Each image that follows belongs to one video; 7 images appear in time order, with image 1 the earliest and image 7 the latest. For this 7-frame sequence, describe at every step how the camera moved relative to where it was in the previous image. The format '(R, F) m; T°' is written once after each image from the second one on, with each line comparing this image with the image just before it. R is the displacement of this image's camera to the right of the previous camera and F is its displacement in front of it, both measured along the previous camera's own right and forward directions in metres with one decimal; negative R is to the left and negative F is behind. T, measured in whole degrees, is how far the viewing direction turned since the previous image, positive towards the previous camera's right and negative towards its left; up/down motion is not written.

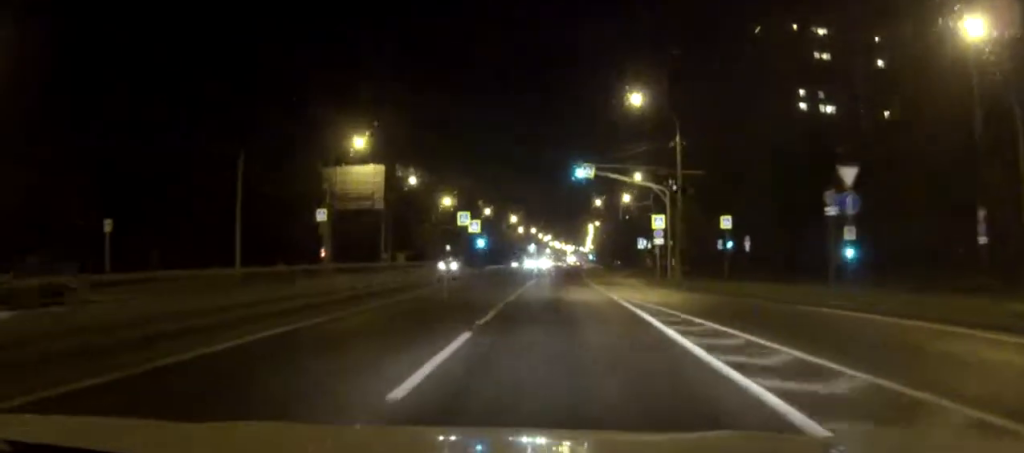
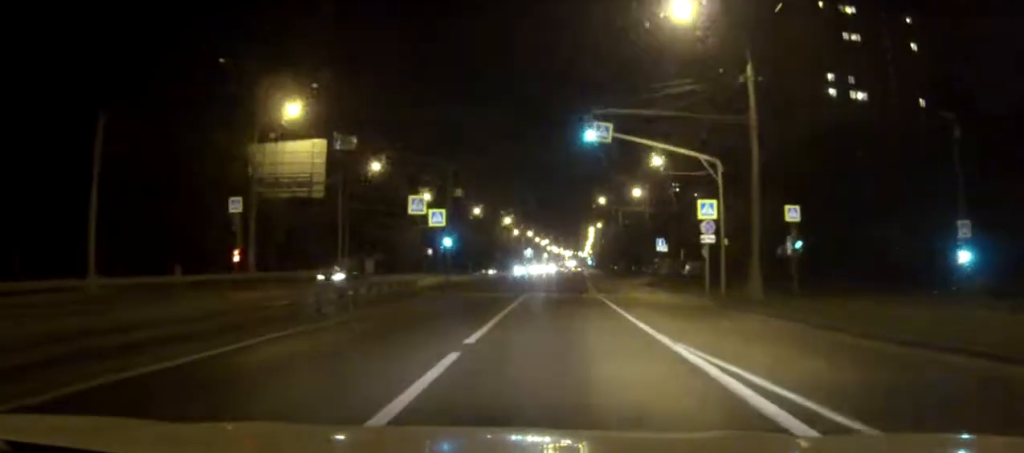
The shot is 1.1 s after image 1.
(0.0, +16.8) m; 0°
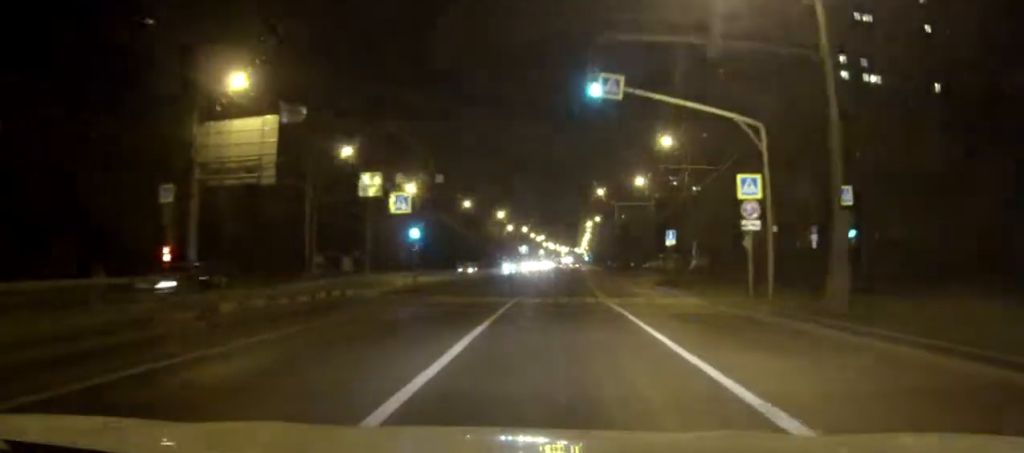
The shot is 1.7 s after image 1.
(0.0, +7.9) m; 0°
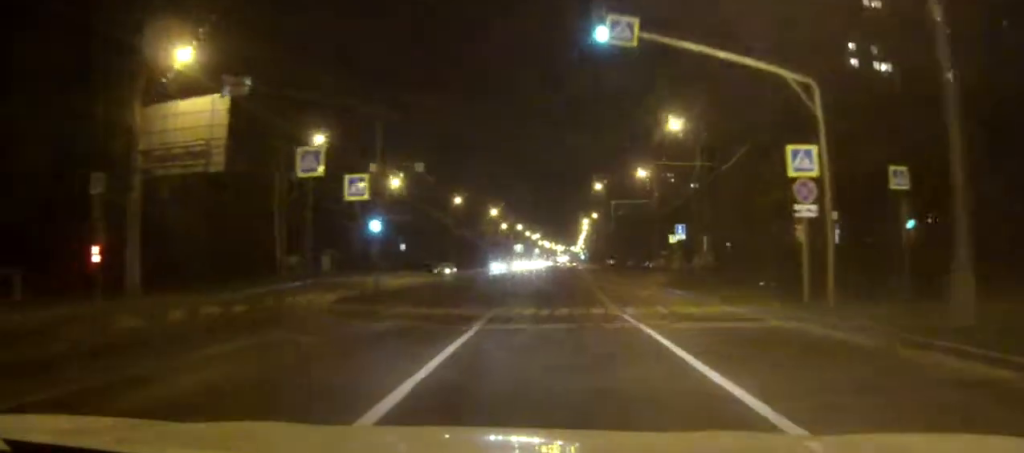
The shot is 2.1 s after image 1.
(0.0, +5.9) m; 0°
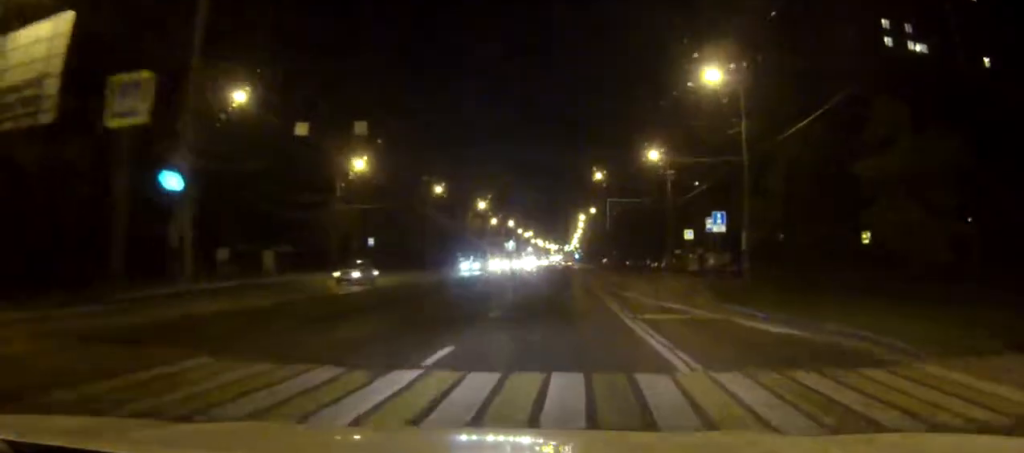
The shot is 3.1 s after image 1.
(0.0, +12.3) m; 0°
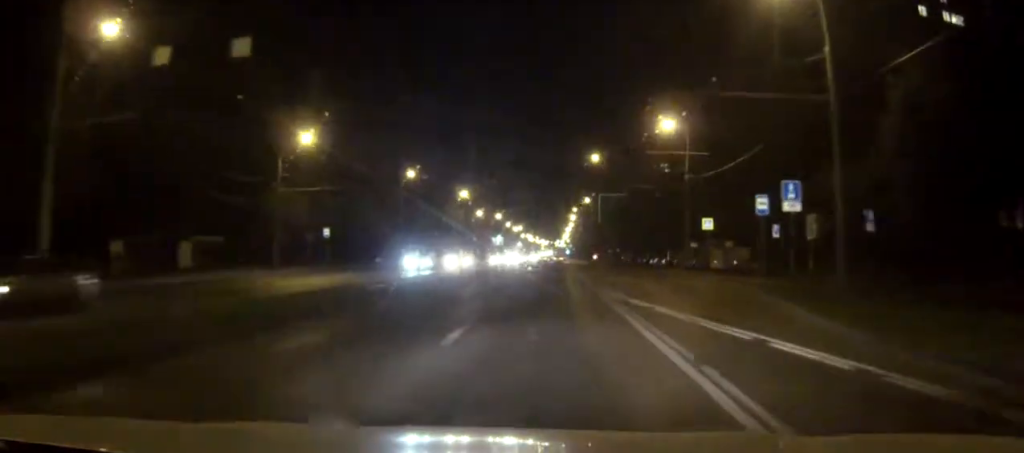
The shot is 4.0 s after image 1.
(0.0, +11.6) m; +1°
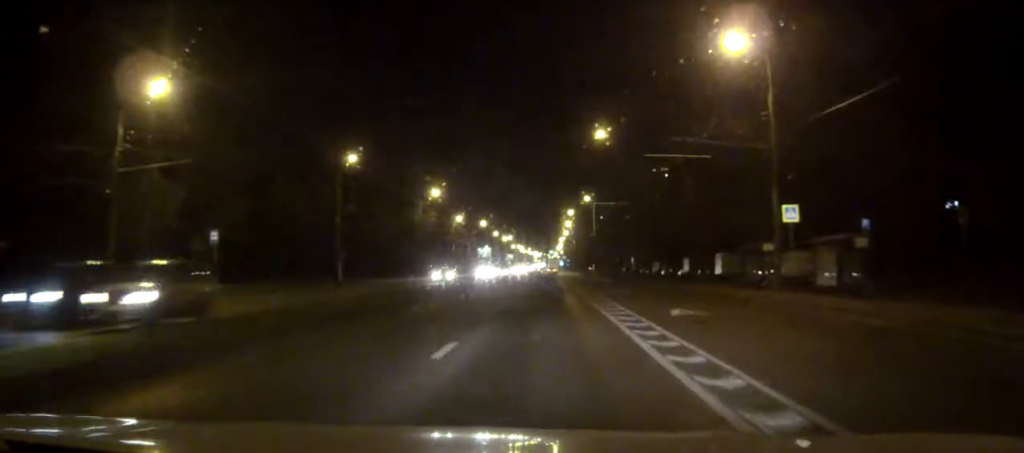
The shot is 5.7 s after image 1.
(+0.2, +22.5) m; +1°
